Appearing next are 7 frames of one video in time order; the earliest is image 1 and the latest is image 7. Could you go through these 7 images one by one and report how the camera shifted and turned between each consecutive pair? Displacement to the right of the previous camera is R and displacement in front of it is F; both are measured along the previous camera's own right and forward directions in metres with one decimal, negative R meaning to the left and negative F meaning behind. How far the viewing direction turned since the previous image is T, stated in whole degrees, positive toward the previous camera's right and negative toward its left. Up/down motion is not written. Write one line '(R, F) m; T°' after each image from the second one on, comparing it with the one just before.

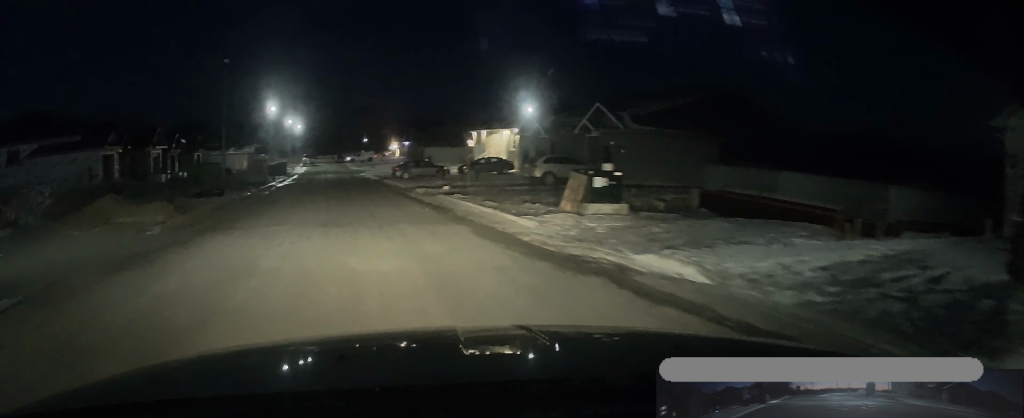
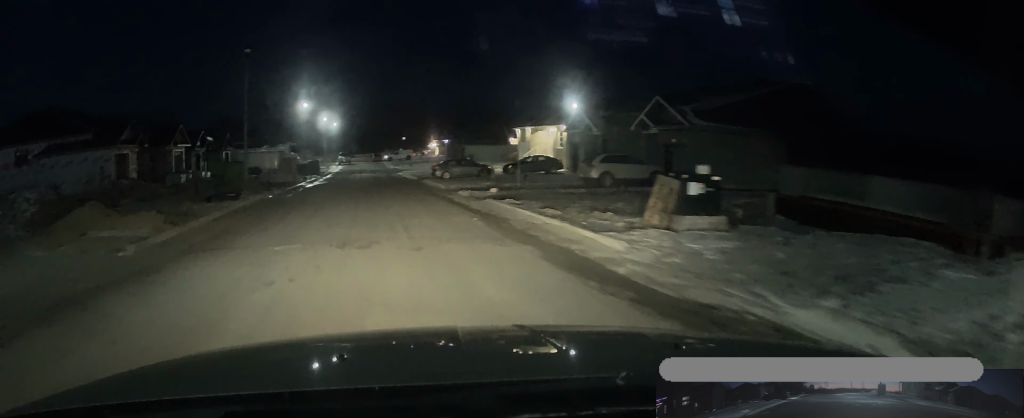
(-0.5, +3.0) m; -2°
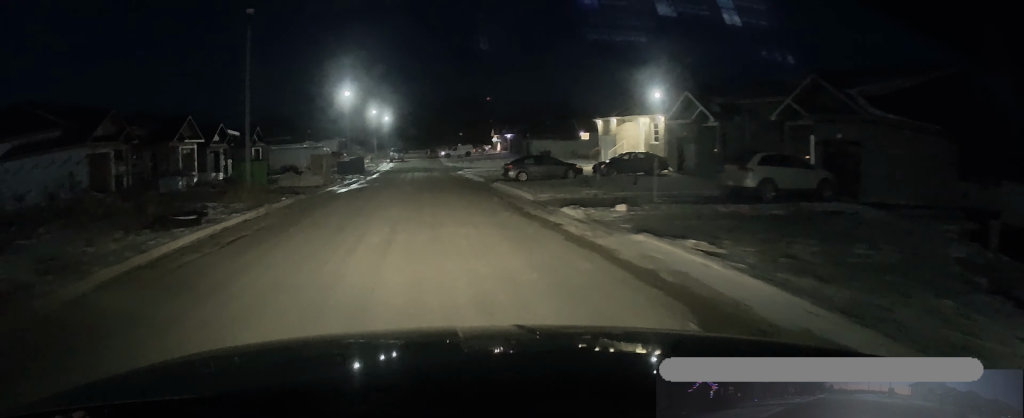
(+0.5, +9.5) m; -8°
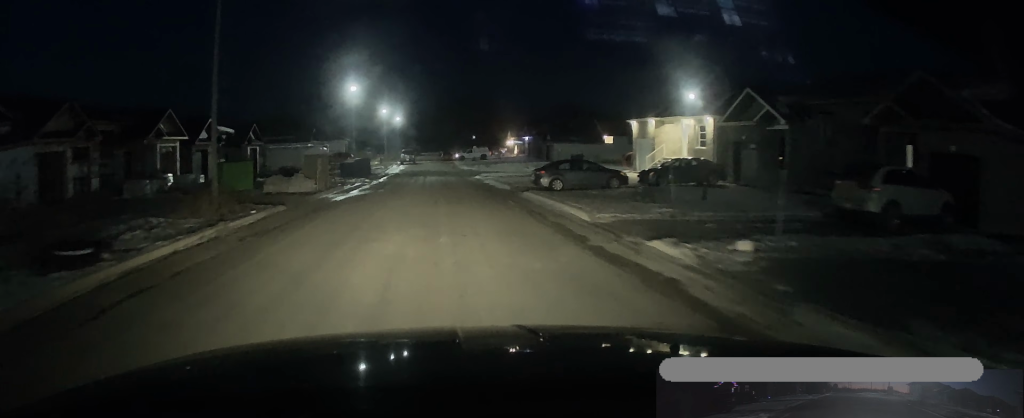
(-1.1, +5.6) m; -6°
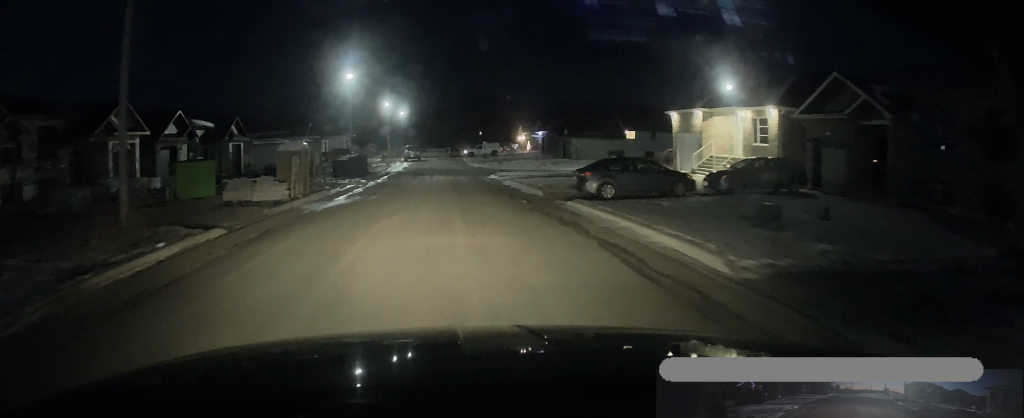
(-0.3, +7.2) m; -1°
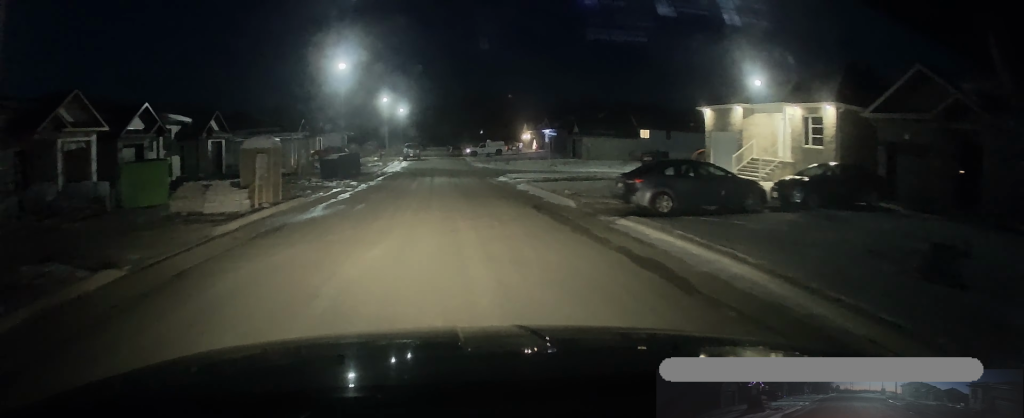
(0.0, +5.4) m; +3°
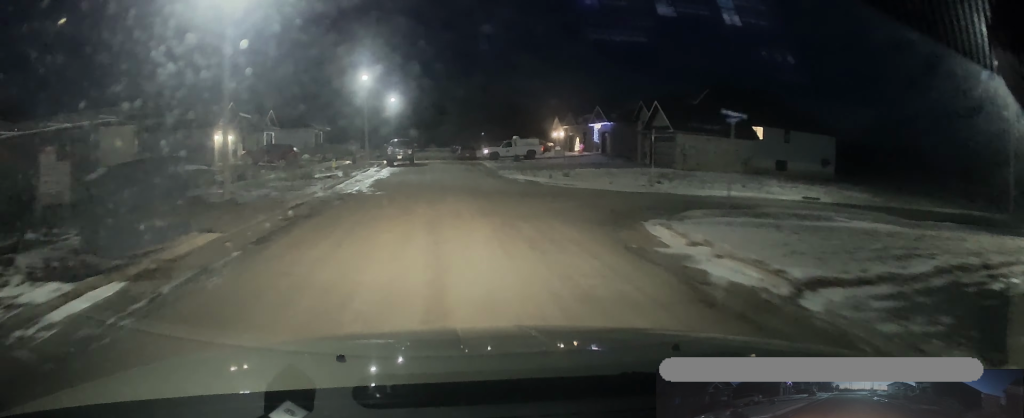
(+1.1, +28.1) m; -1°
